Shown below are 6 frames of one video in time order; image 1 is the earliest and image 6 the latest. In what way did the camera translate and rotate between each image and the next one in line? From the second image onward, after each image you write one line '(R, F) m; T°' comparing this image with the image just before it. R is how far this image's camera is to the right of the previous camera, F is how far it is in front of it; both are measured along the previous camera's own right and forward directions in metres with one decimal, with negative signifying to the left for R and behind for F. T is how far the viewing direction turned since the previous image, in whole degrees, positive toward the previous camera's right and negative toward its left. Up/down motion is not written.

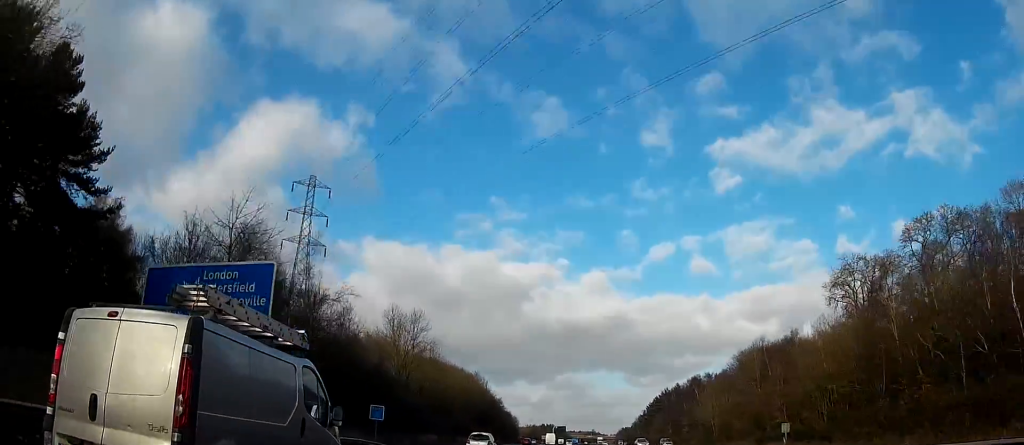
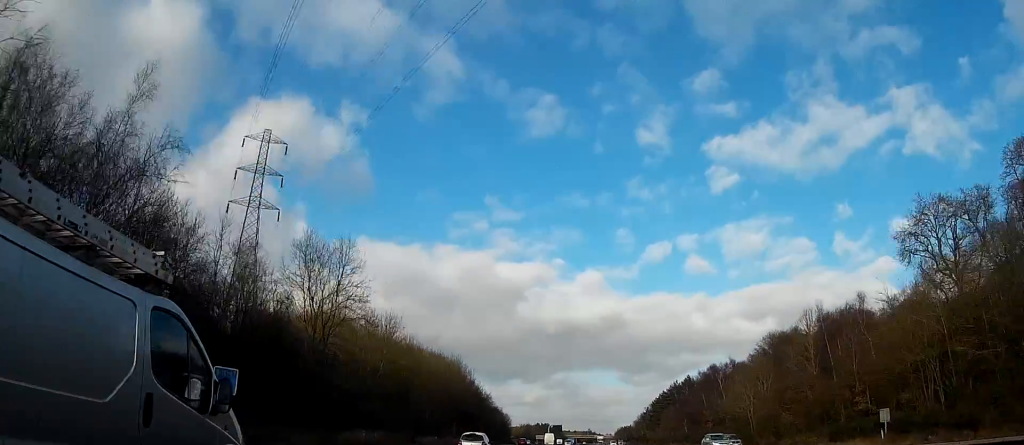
(0.0, +21.9) m; 0°
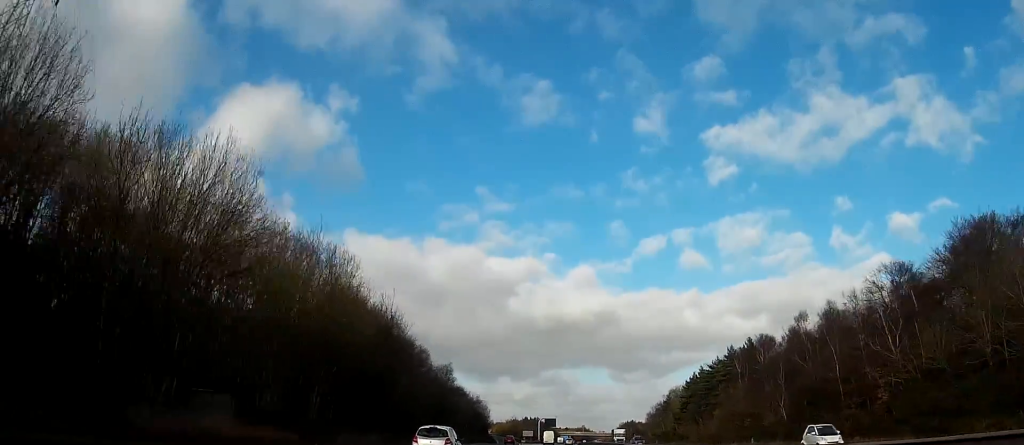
(+1.5, +61.2) m; +3°
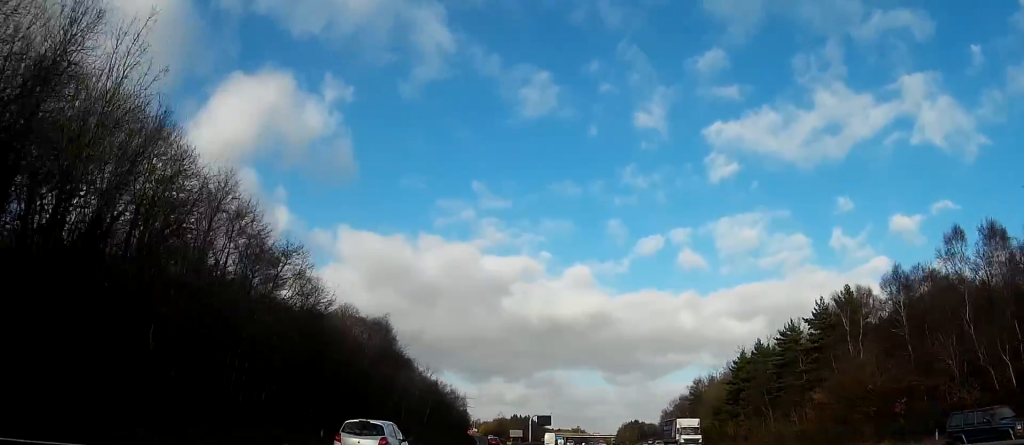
(+0.2, +43.1) m; +1°
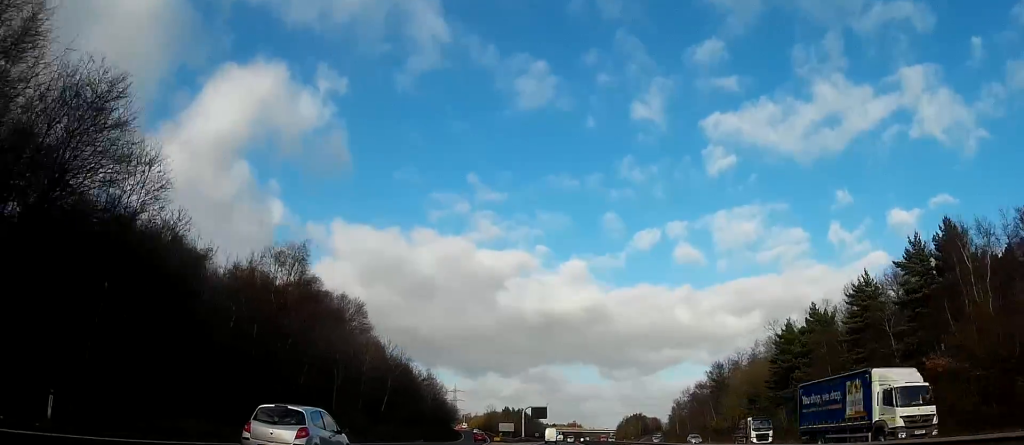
(+0.2, +24.1) m; +1°
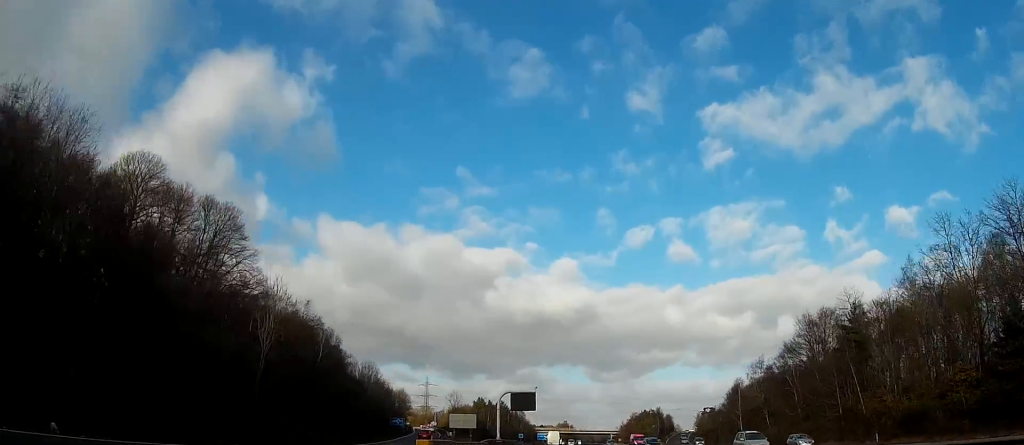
(+1.5, +63.2) m; +3°
